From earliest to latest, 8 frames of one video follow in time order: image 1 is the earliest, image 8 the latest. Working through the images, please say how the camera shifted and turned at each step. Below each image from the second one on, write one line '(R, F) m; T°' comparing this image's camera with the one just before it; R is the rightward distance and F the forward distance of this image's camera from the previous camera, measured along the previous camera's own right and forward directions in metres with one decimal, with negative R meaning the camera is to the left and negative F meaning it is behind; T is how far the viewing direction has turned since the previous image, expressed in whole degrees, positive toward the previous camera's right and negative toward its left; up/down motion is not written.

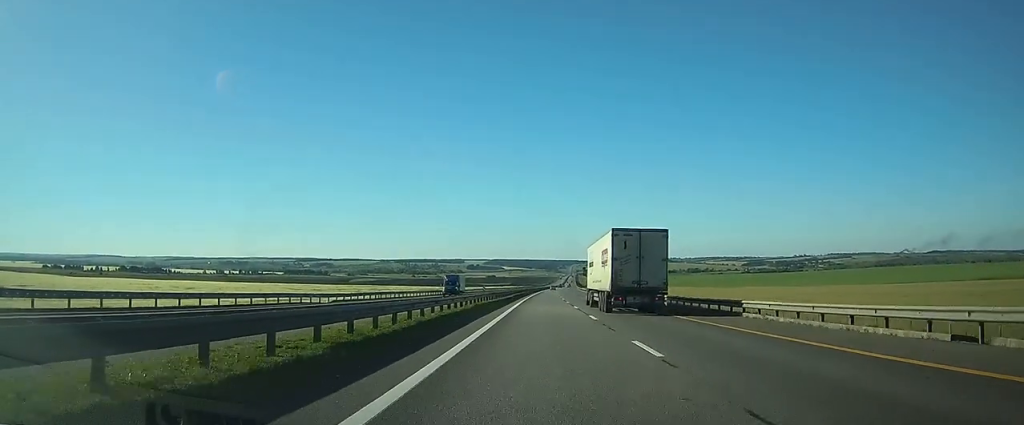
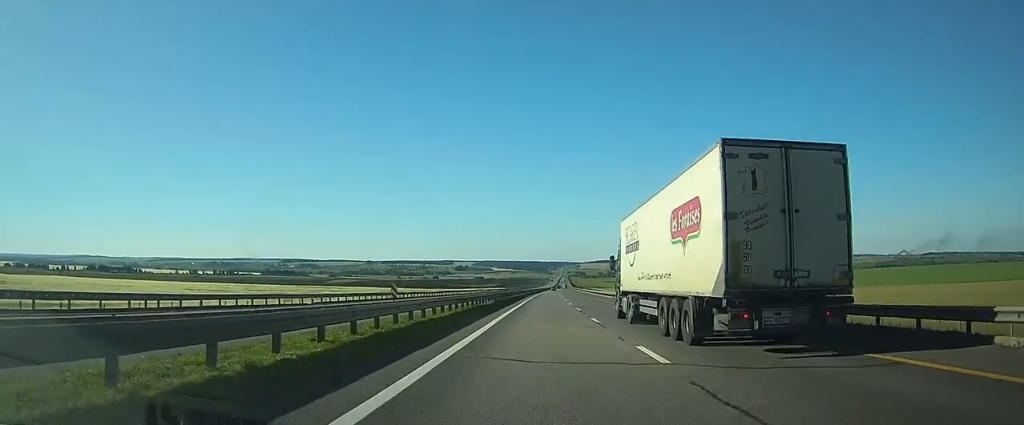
(+0.6, +73.8) m; +1°
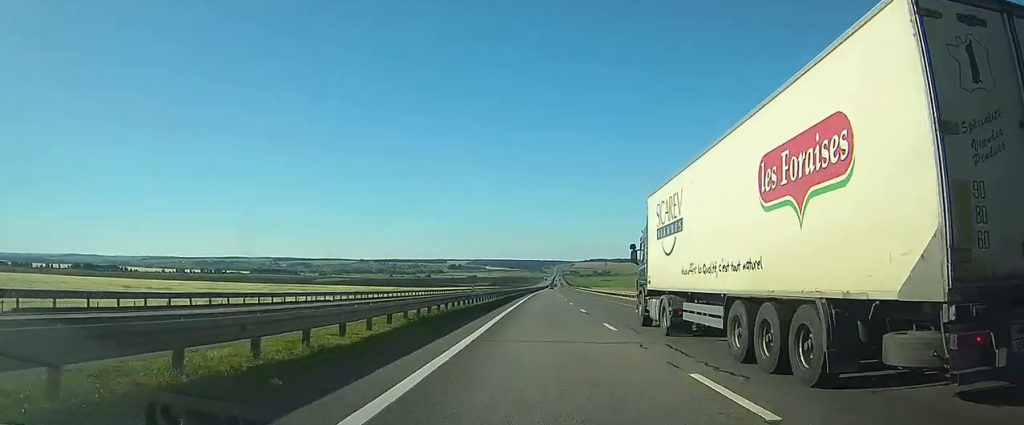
(+0.2, +28.8) m; 0°
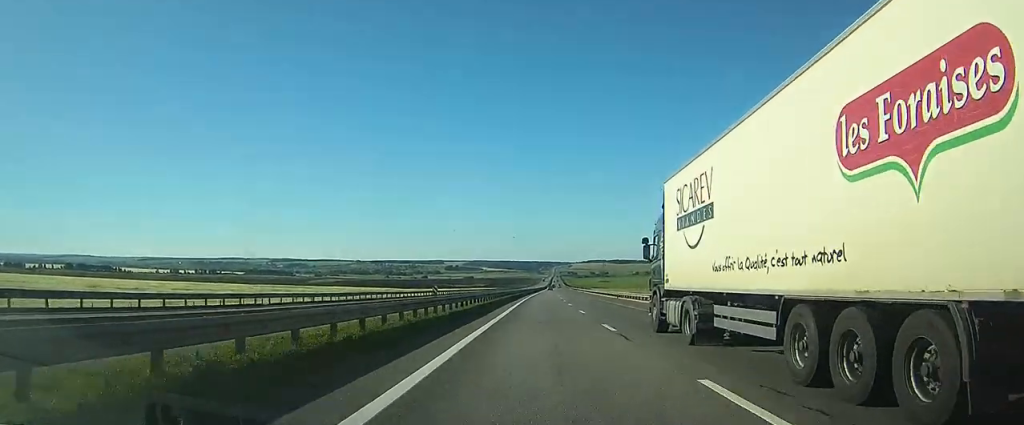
(0.0, +12.3) m; 0°
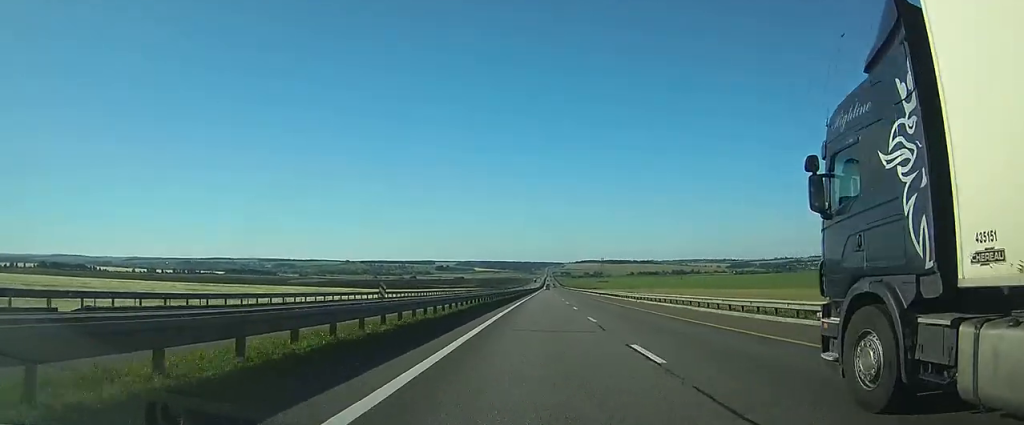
(+0.3, +55.6) m; +1°
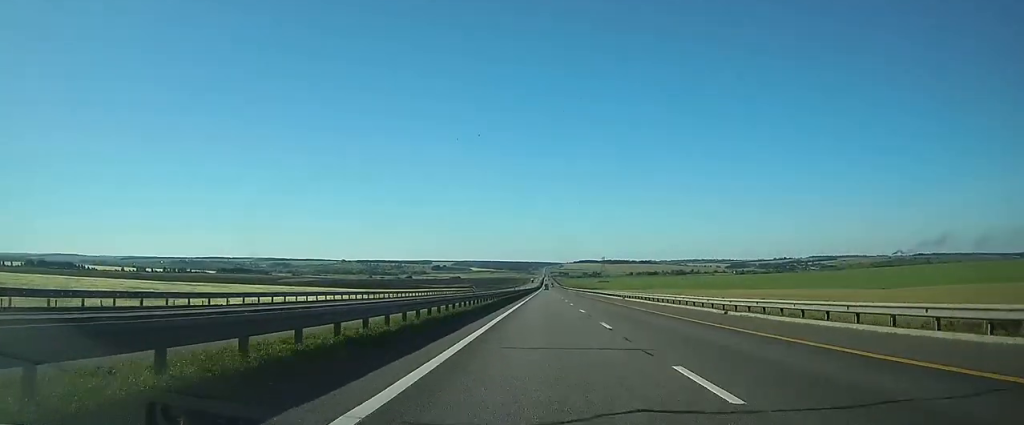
(+0.1, +27.9) m; 0°
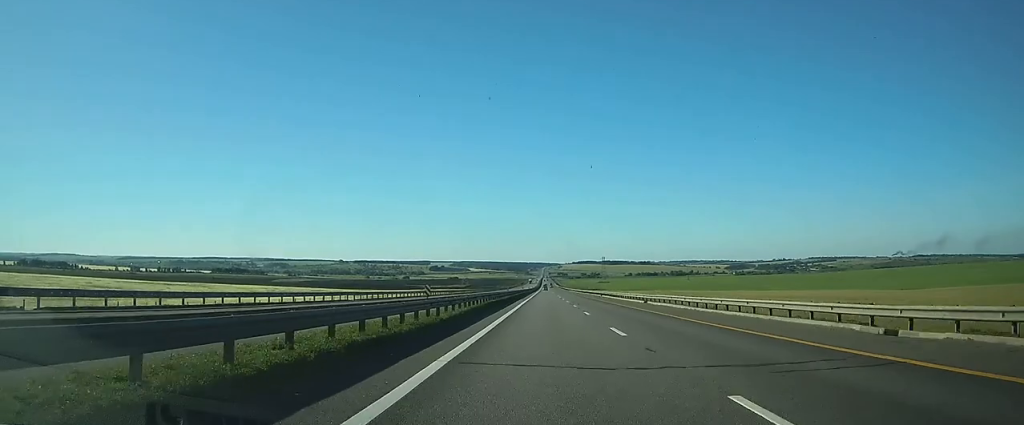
(0.0, +14.5) m; 0°
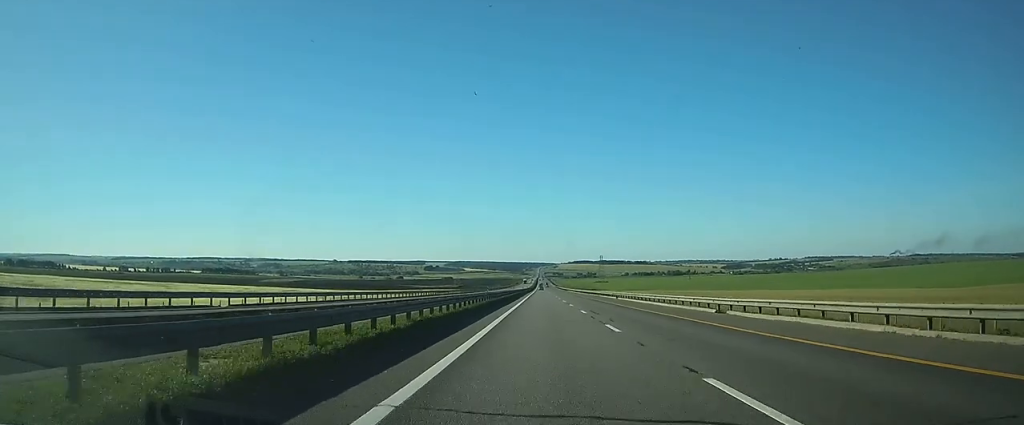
(0.0, +22.9) m; 0°
